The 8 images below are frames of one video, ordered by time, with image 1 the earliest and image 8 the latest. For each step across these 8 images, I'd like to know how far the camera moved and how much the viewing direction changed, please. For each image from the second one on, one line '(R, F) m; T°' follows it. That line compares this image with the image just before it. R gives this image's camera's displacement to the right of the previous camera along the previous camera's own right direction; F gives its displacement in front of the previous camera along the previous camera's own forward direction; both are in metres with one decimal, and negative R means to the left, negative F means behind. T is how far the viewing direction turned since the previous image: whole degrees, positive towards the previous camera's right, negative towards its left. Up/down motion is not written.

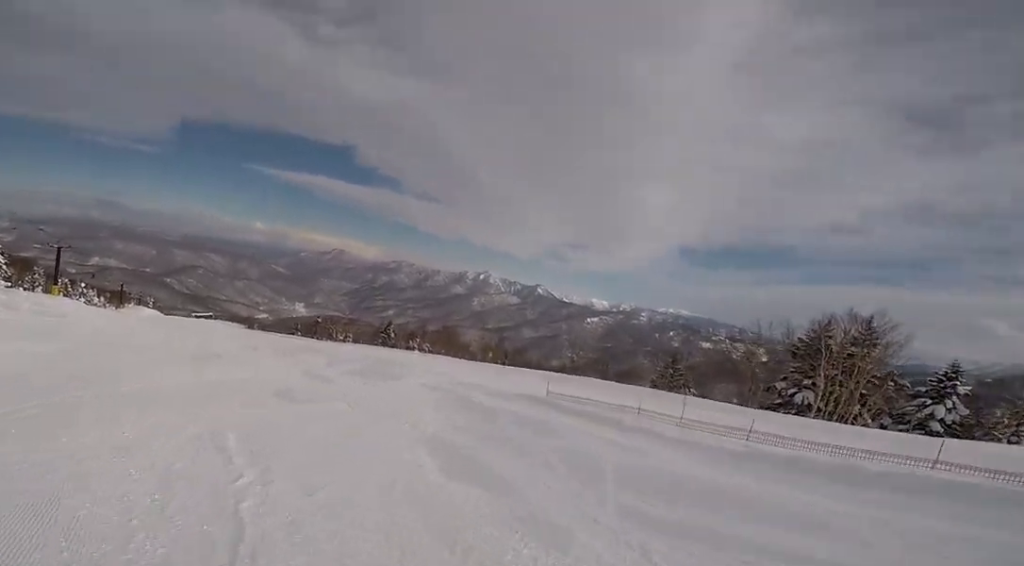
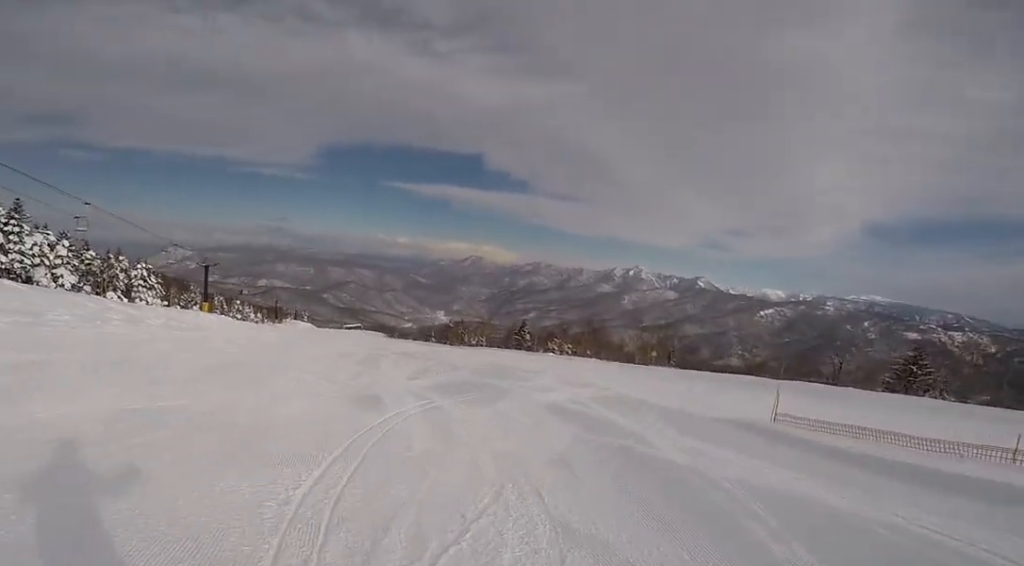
(-1.3, +7.2) m; -18°
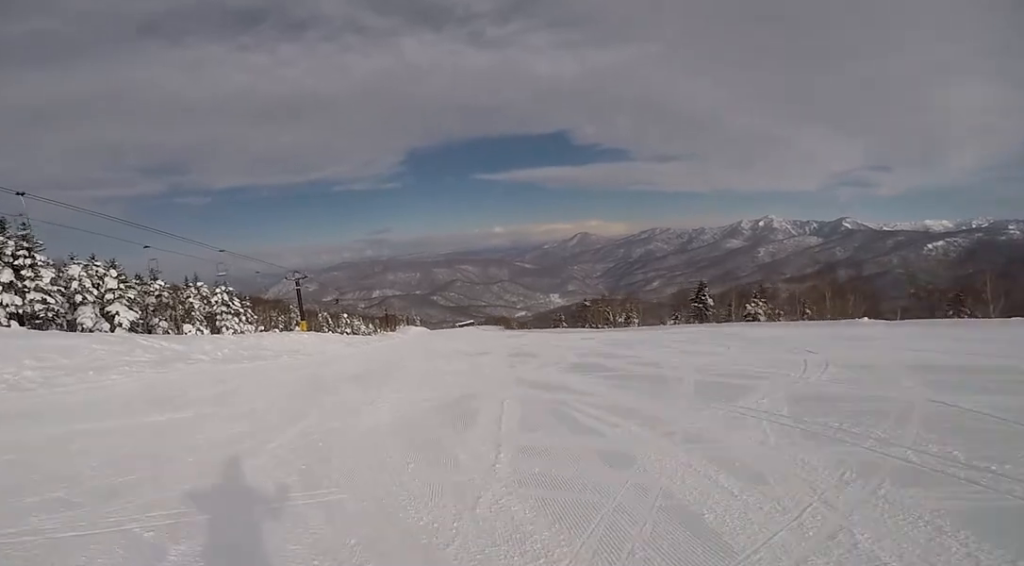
(-4.0, +16.4) m; -18°
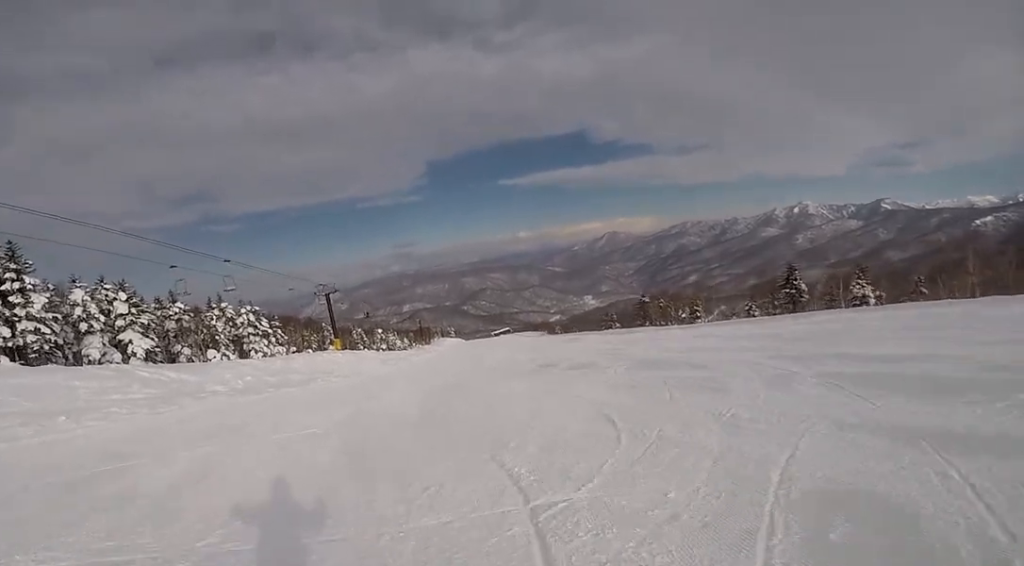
(+0.2, +6.9) m; +2°
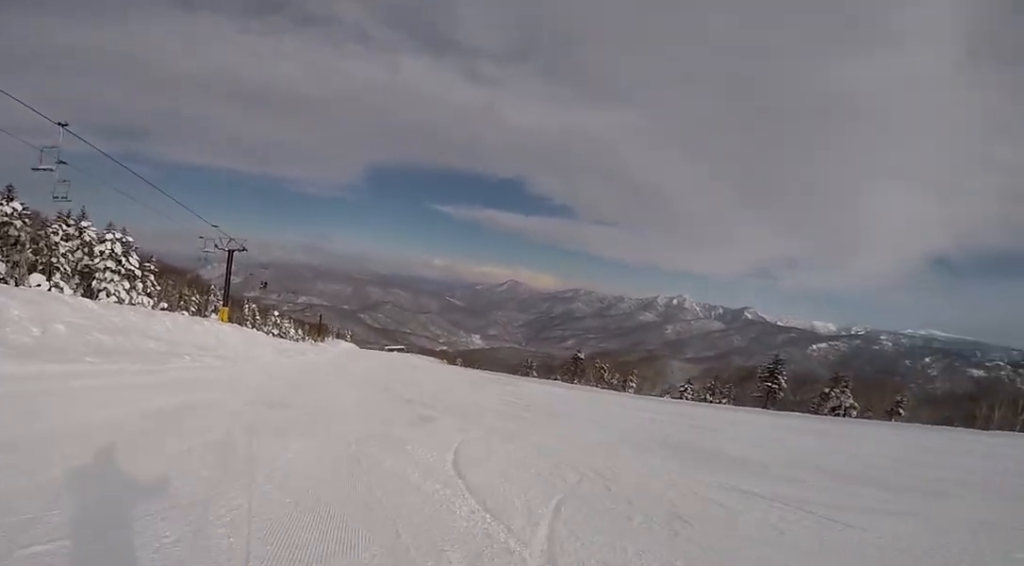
(+1.1, +12.8) m; +19°
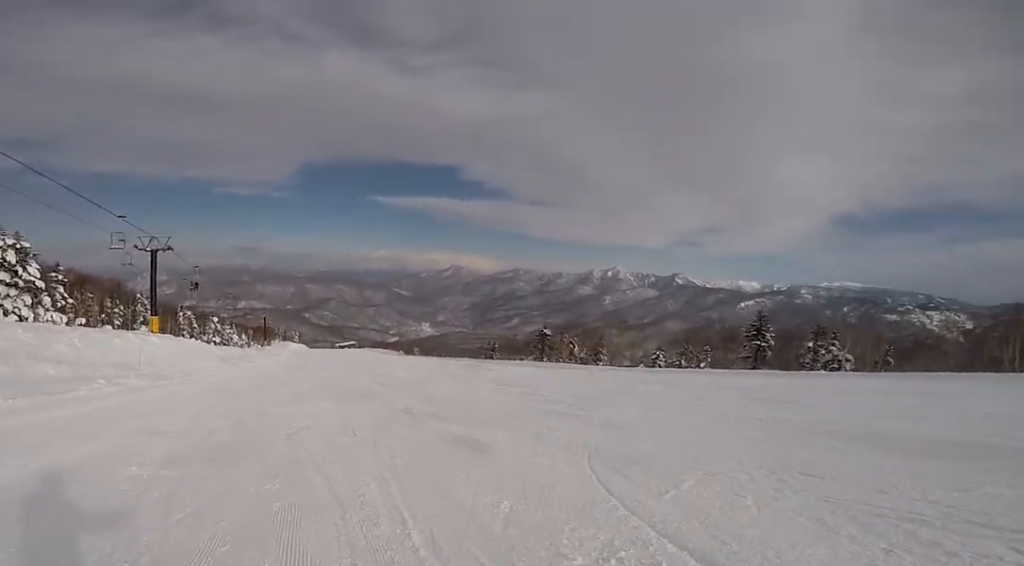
(-0.3, +4.6) m; +13°
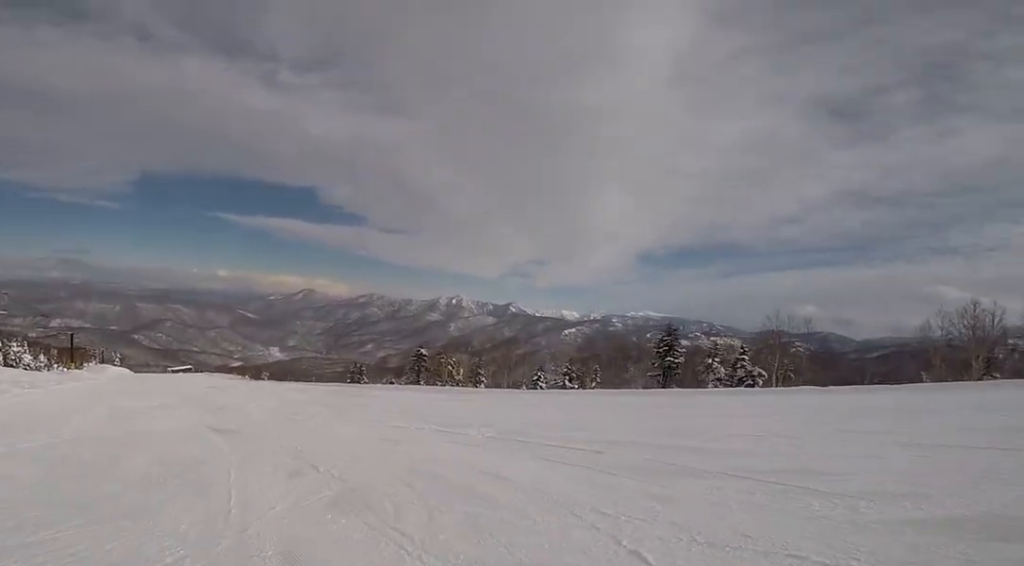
(+2.3, +8.4) m; -1°
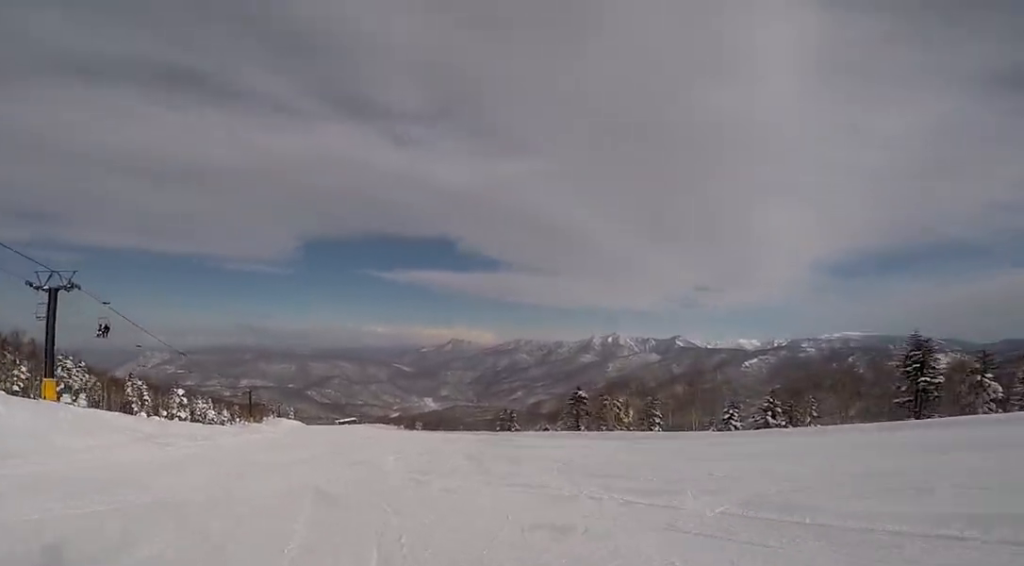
(-0.8, +2.6) m; -9°
